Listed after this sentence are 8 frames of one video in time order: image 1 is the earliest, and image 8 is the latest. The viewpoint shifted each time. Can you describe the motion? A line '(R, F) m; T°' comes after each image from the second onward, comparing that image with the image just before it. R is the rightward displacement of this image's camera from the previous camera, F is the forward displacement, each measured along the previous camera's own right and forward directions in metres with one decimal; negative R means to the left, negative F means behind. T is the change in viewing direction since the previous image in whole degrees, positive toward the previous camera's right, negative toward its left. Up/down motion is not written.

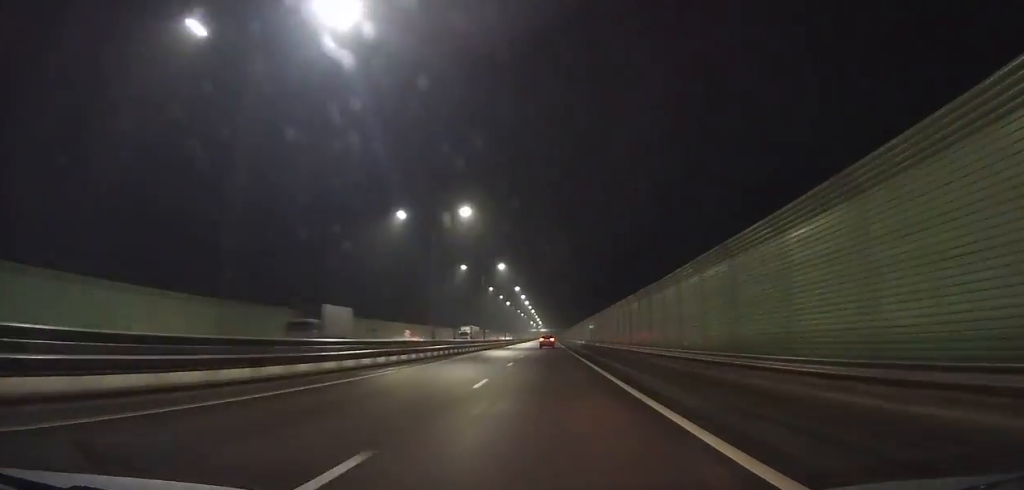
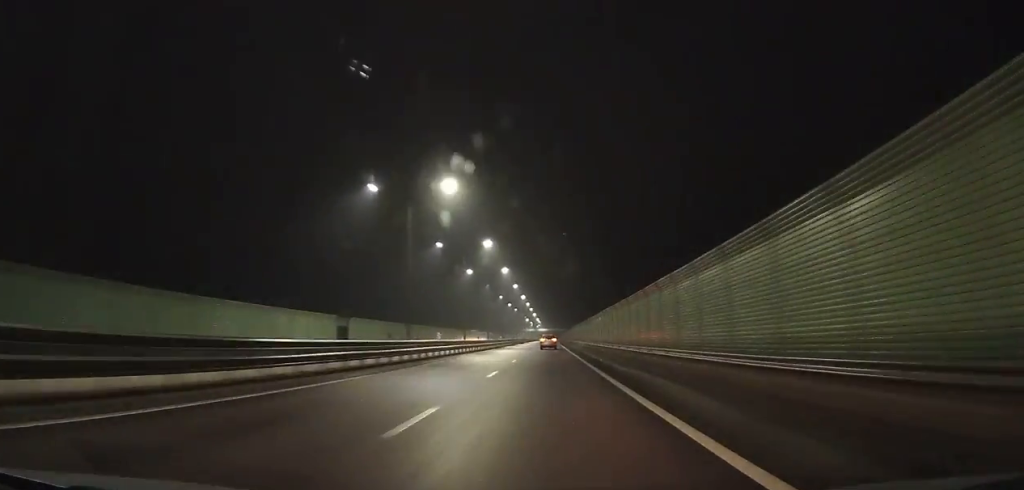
(0.0, +79.6) m; 0°
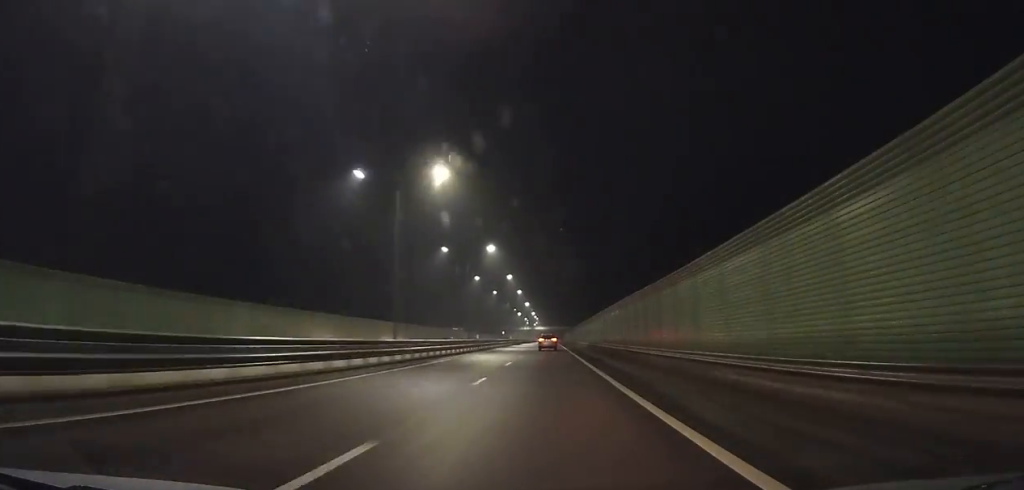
(+0.1, +76.5) m; 0°
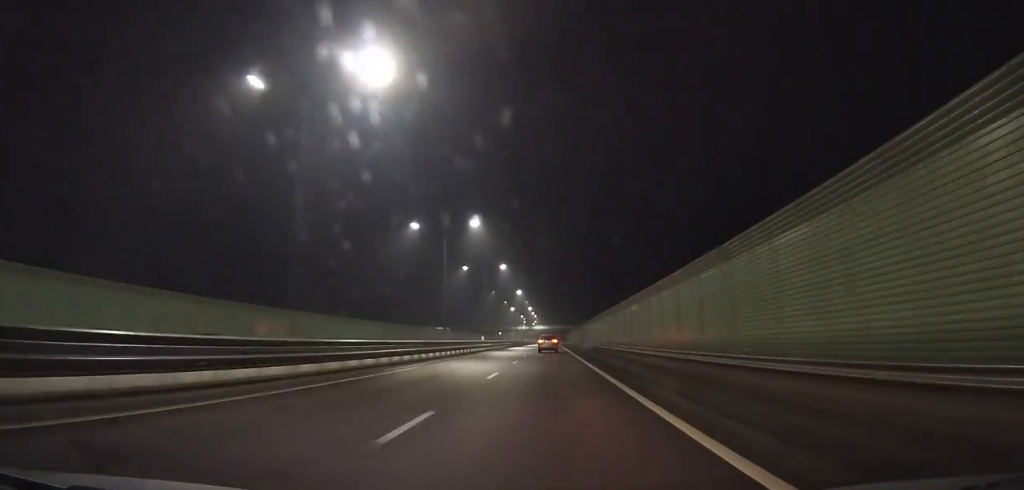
(-0.1, +44.4) m; 0°
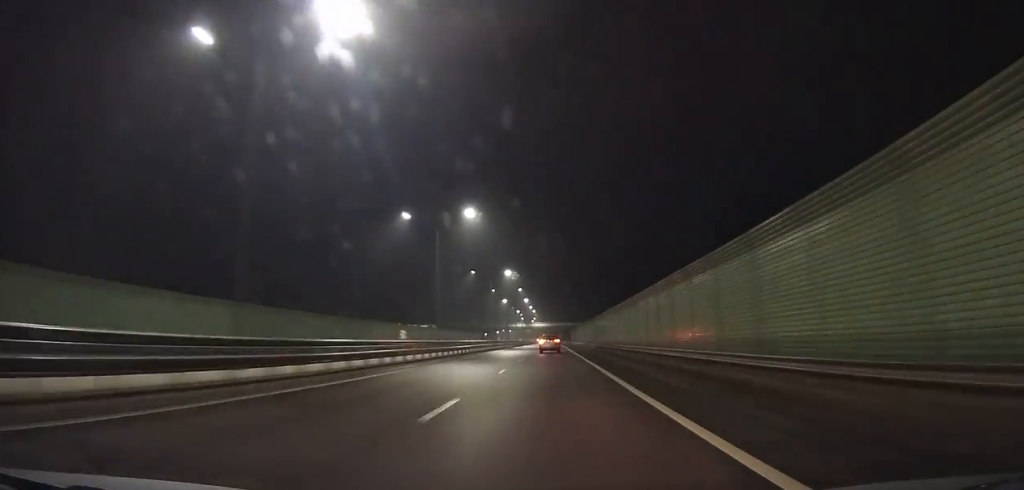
(-0.1, +34.0) m; 0°
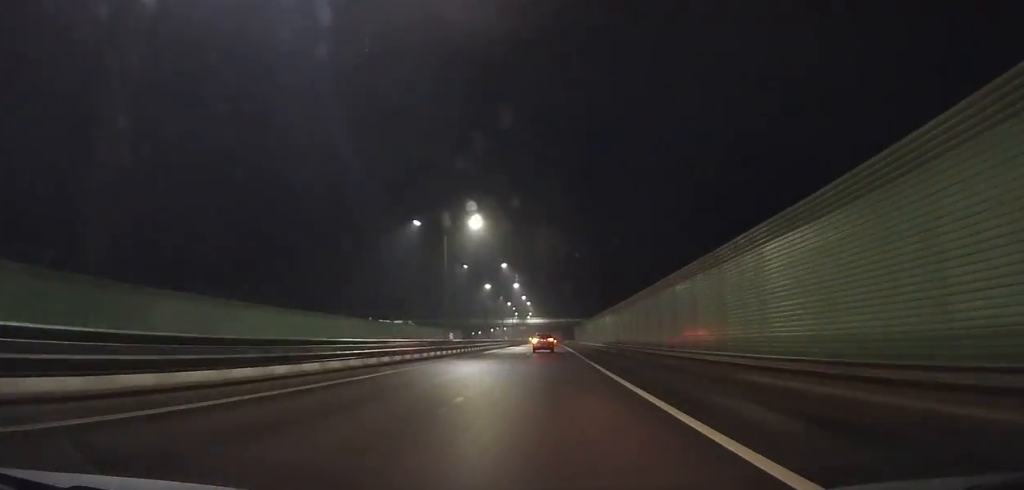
(0.0, +36.1) m; 0°
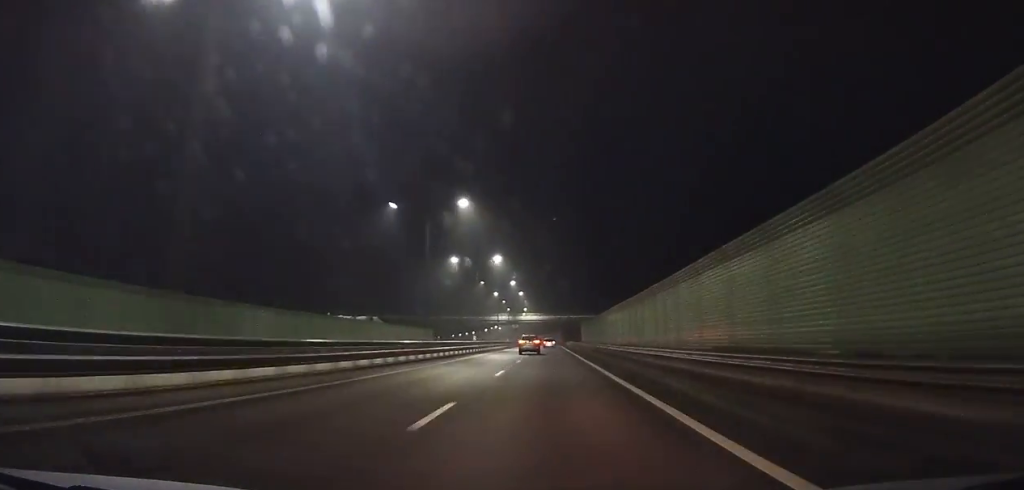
(+0.1, +36.1) m; 0°
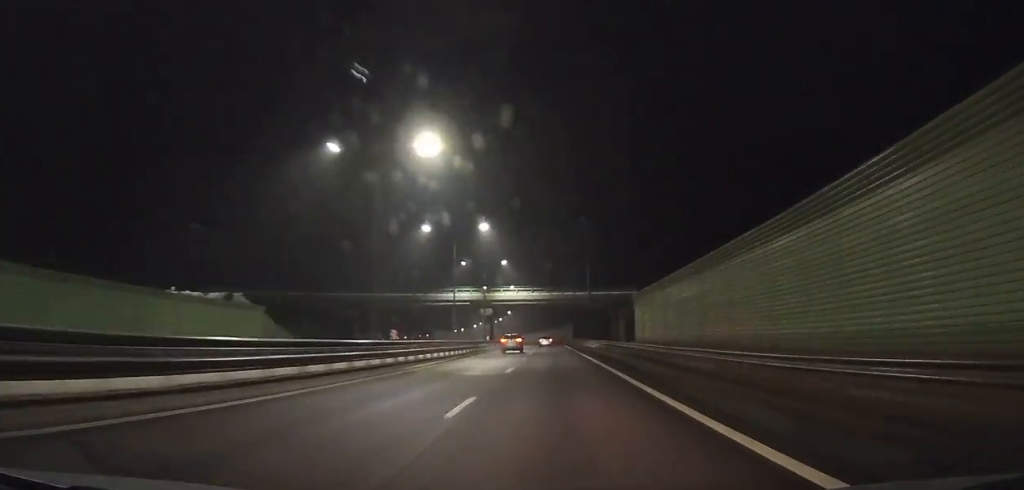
(-0.1, +71.2) m; 0°
